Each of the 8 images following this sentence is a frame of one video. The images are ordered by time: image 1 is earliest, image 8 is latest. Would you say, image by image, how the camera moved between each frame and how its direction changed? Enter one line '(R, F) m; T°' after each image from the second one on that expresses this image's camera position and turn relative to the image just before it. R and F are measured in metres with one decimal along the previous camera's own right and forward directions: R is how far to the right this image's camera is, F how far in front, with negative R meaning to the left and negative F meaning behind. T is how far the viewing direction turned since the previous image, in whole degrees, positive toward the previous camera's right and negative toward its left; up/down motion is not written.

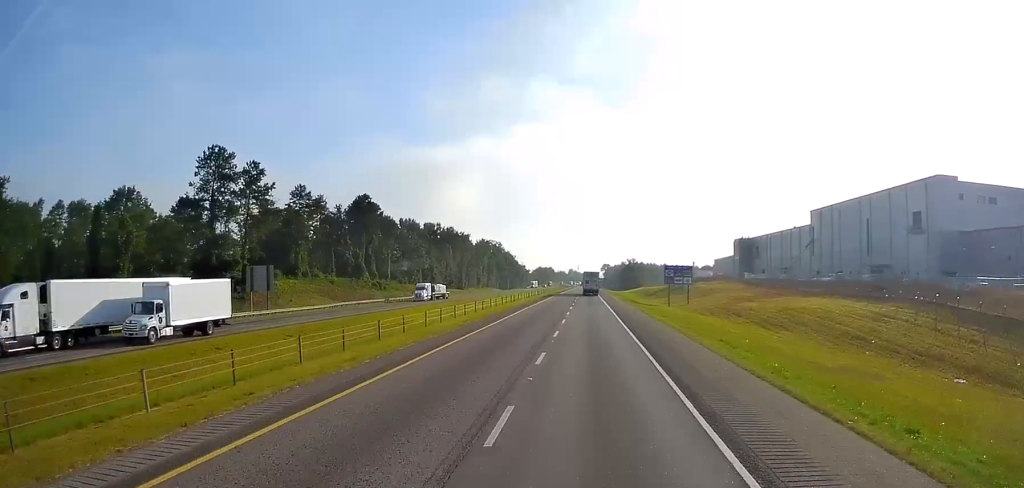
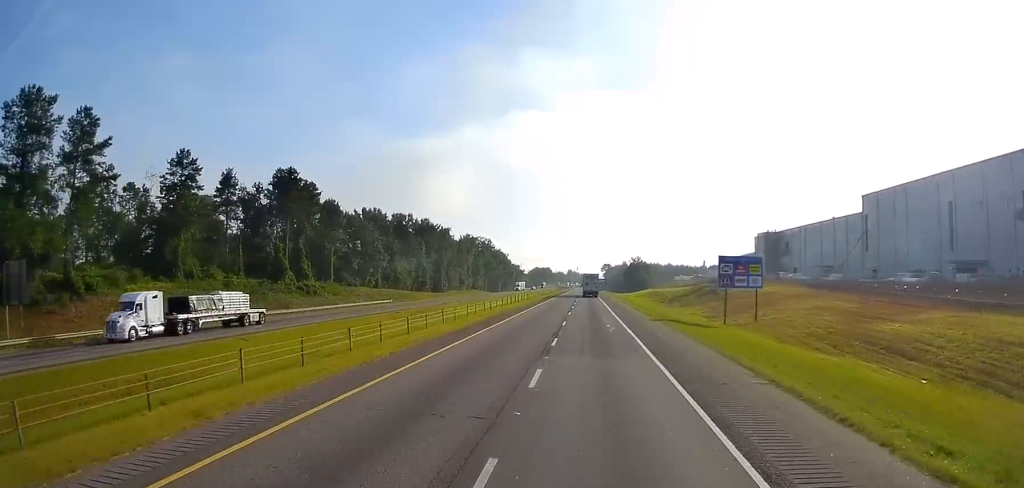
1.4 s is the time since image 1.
(+0.1, +40.4) m; +1°
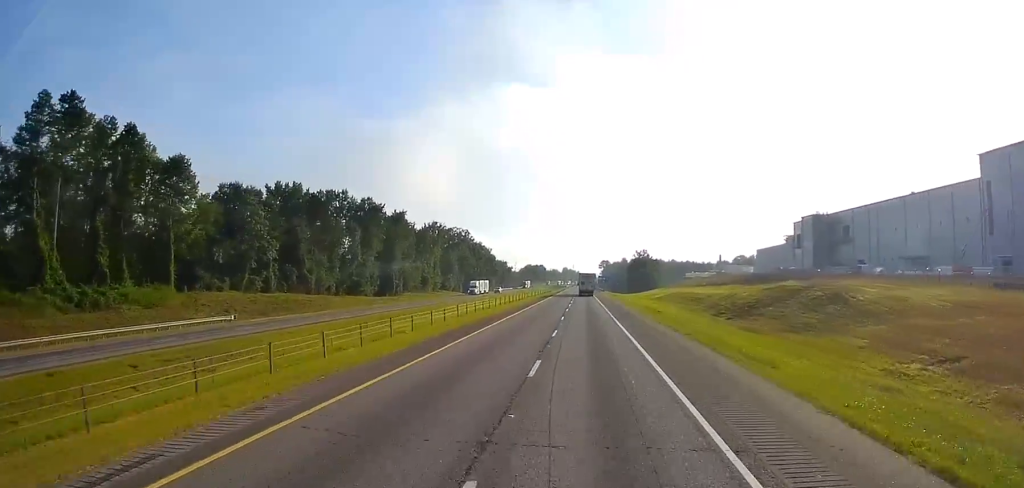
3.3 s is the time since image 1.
(-0.2, +56.8) m; -1°
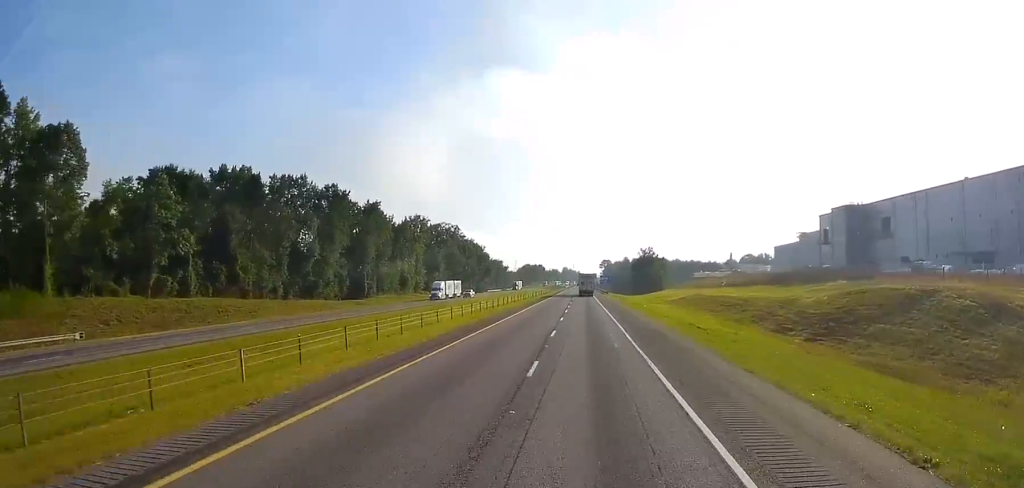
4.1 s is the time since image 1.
(-0.3, +24.5) m; +1°
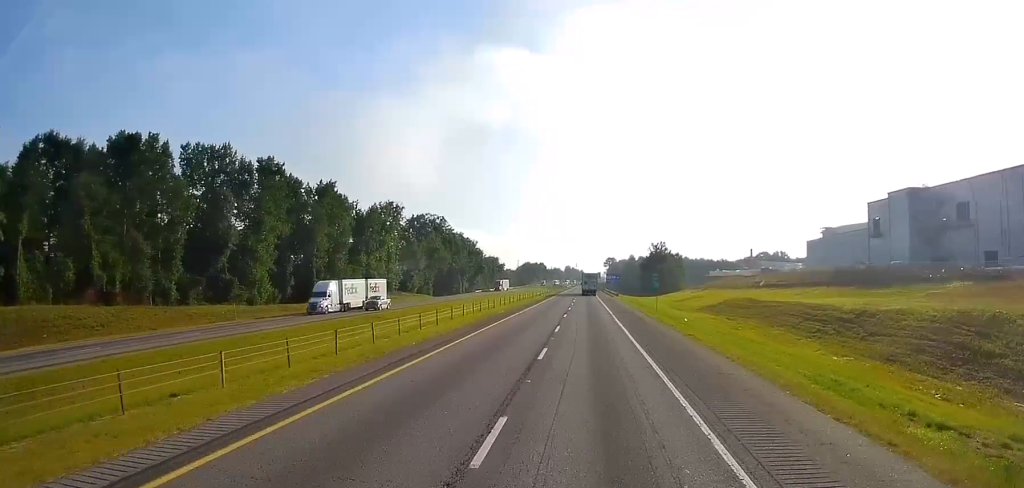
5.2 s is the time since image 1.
(+0.7, +32.8) m; +1°
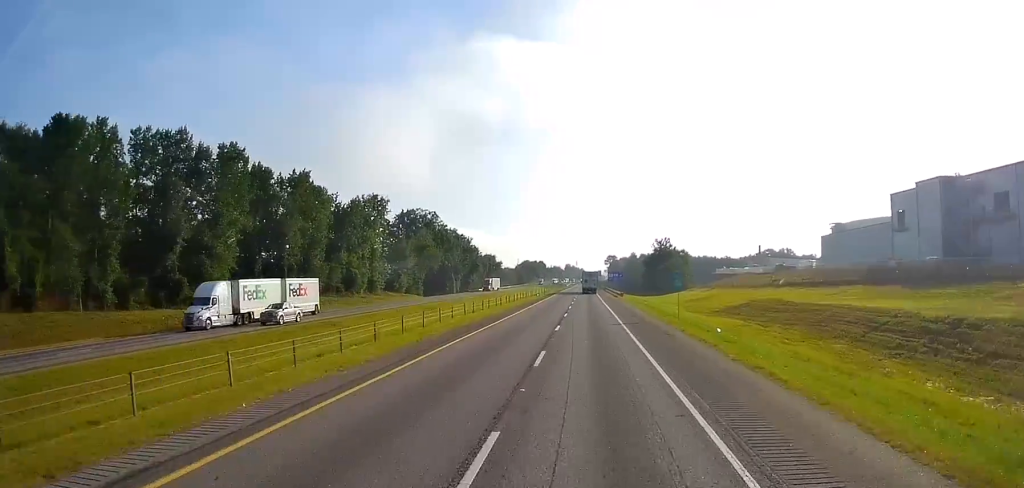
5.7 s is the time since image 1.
(-0.2, +13.3) m; 0°
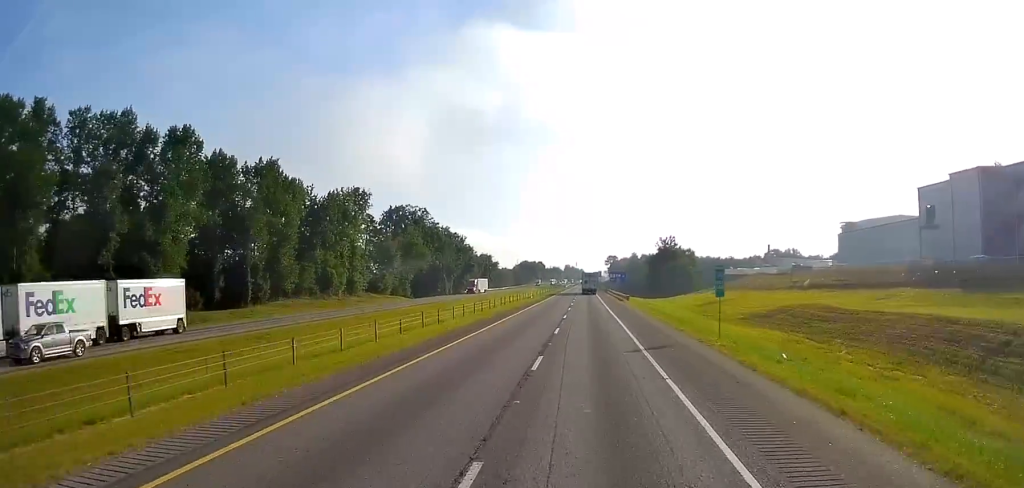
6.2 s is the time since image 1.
(-0.1, +13.8) m; 0°
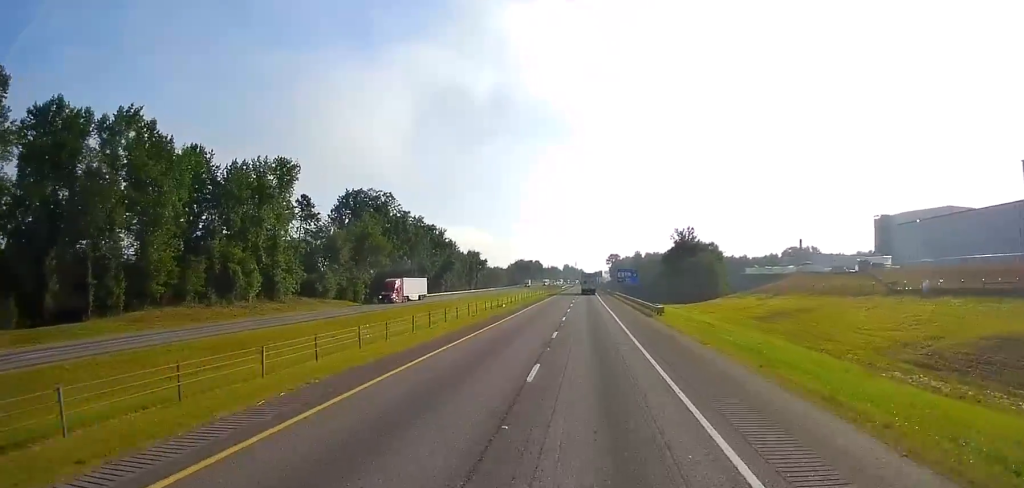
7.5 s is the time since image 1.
(+0.2, +38.8) m; +1°
